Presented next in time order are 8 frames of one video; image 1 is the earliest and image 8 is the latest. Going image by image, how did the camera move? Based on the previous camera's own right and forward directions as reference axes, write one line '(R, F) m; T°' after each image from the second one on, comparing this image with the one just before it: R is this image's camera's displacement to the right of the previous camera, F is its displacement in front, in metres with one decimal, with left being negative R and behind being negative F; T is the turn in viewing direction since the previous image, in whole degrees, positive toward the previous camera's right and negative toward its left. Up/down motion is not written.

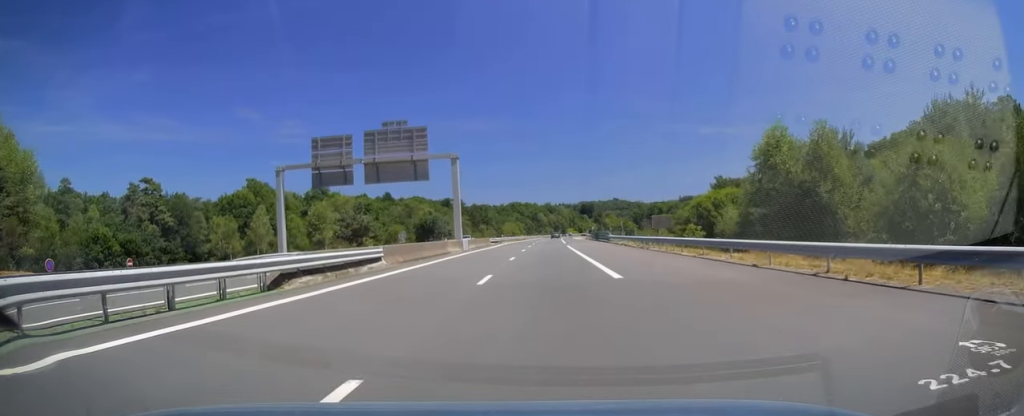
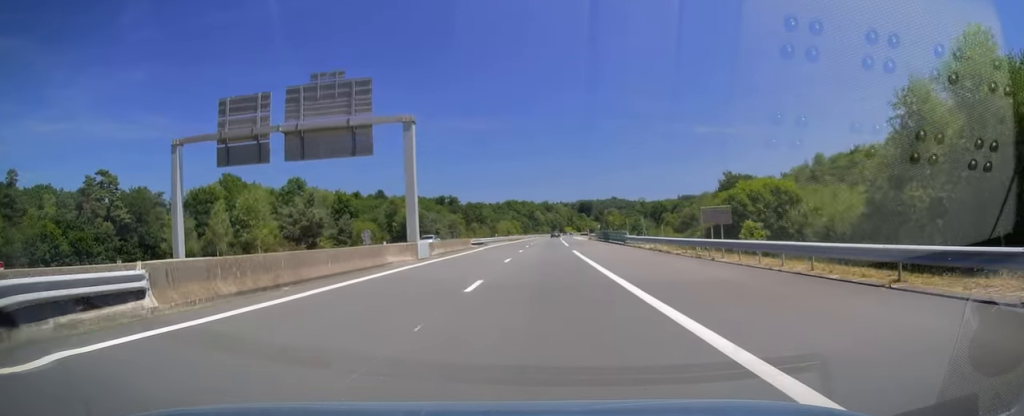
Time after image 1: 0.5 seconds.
(+0.3, +15.4) m; 0°
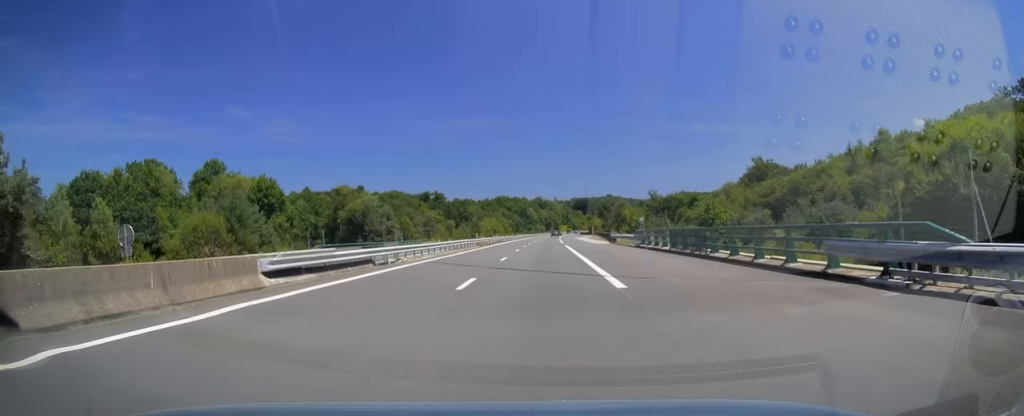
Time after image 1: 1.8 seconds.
(-0.3, +39.7) m; 0°
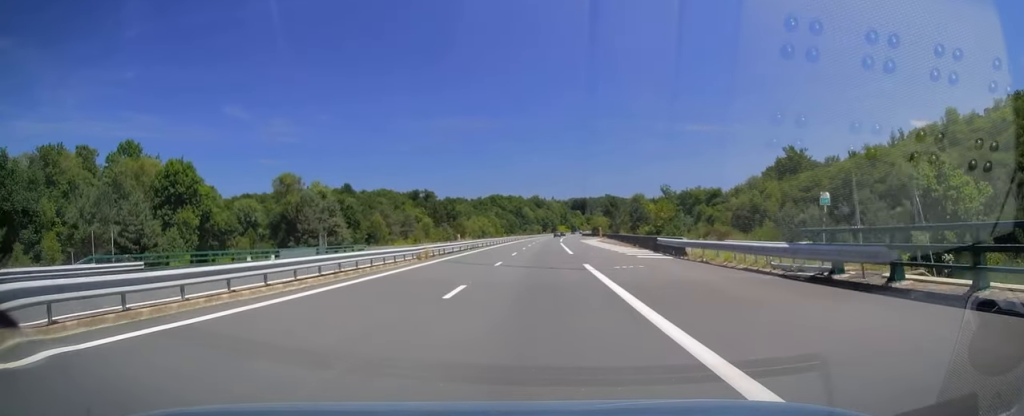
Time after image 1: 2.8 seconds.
(0.0, +27.8) m; +1°
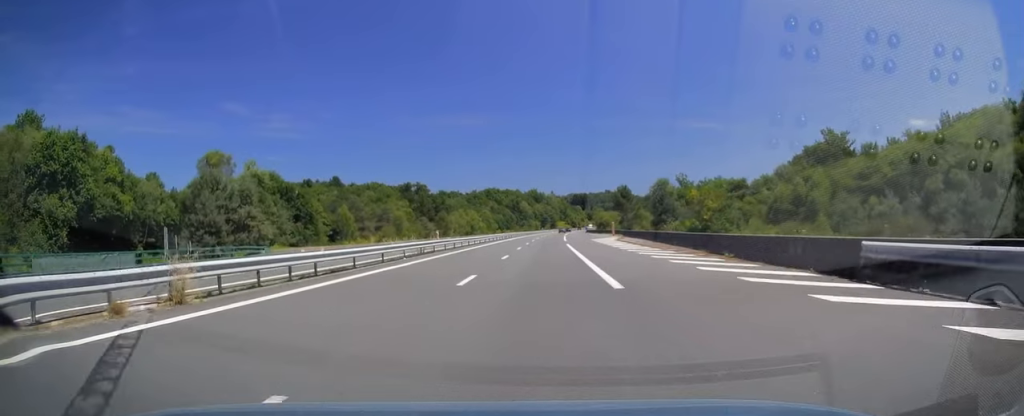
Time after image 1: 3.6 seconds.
(+0.3, +24.3) m; +1°
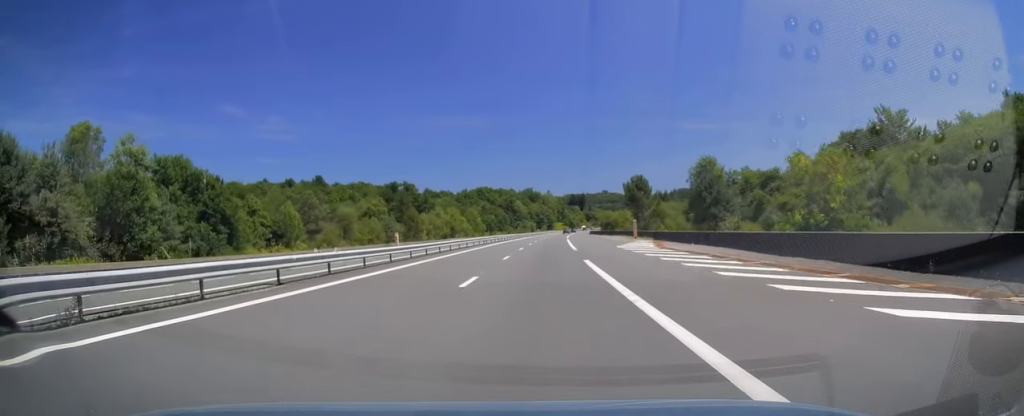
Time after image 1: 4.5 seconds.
(+0.1, +26.8) m; 0°
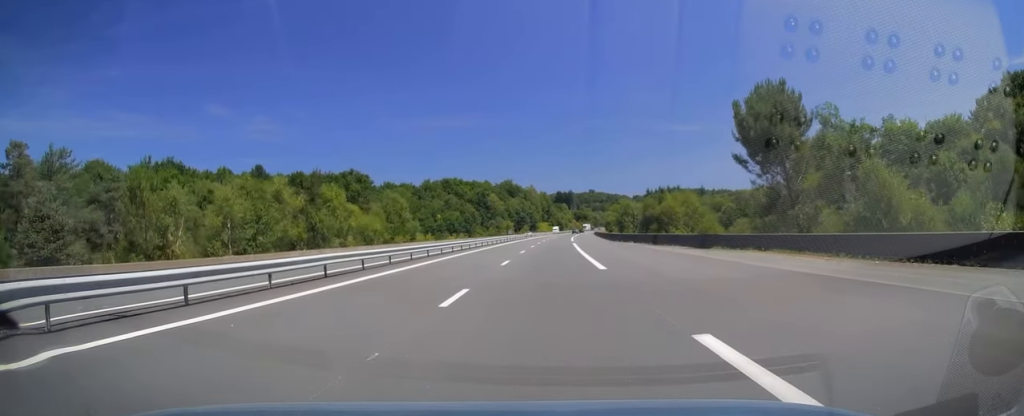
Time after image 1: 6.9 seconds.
(+0.9, +70.6) m; +2°
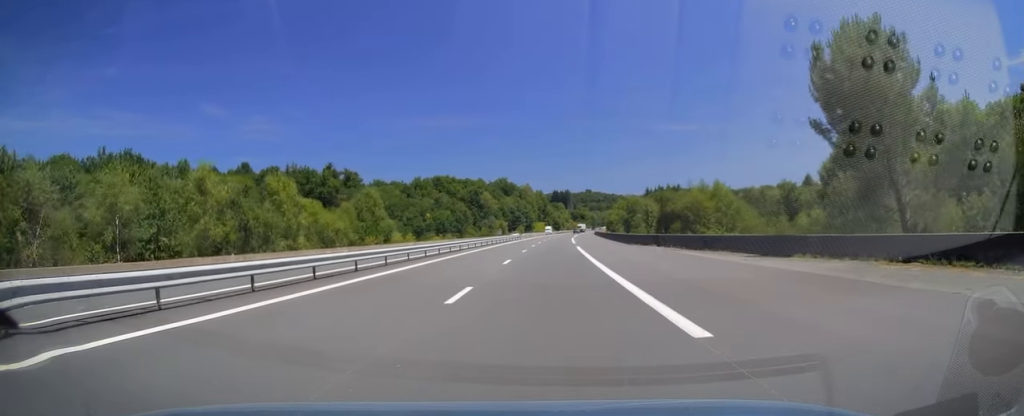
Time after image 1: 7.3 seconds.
(-0.2, +12.9) m; 0°
